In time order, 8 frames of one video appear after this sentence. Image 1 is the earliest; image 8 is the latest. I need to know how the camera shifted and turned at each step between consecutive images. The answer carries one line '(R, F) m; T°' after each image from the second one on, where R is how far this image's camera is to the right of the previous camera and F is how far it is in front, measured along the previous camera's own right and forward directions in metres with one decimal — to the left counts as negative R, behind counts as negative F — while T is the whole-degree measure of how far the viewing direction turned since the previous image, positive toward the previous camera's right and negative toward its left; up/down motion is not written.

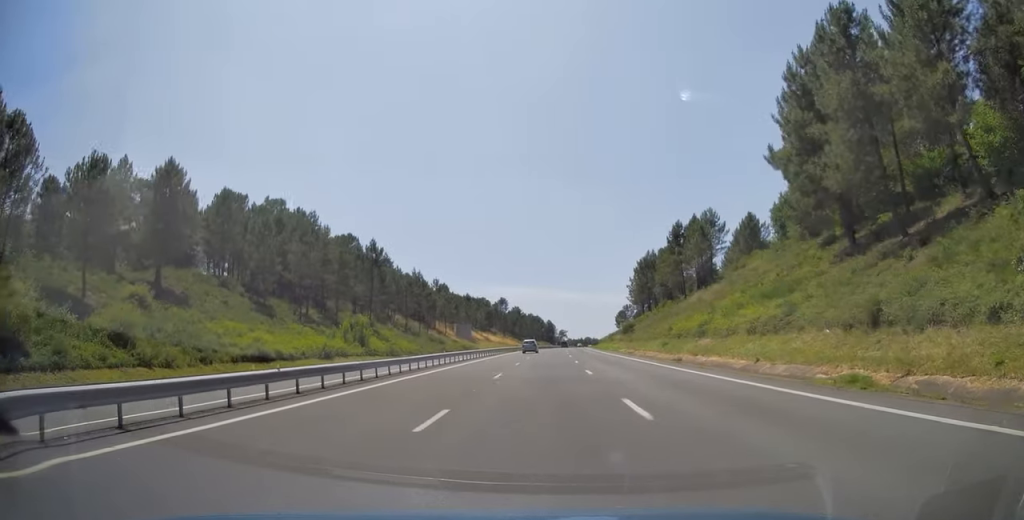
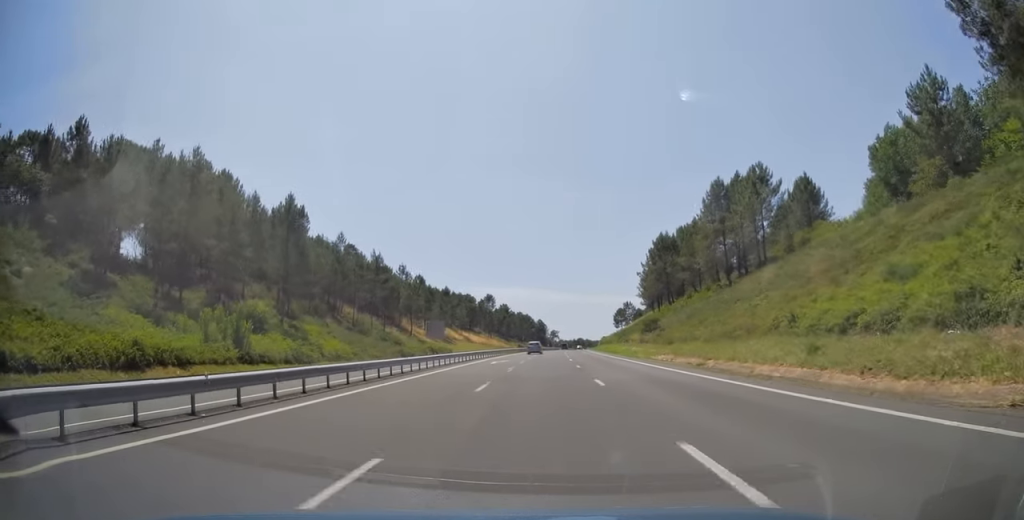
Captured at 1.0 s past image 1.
(+0.4, +31.4) m; +1°
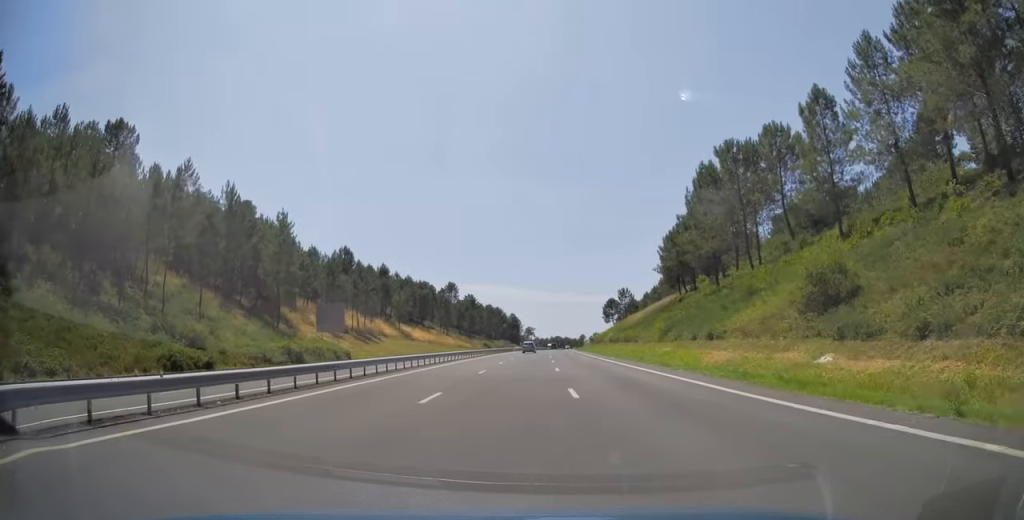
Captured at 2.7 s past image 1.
(+0.5, +56.3) m; +1°
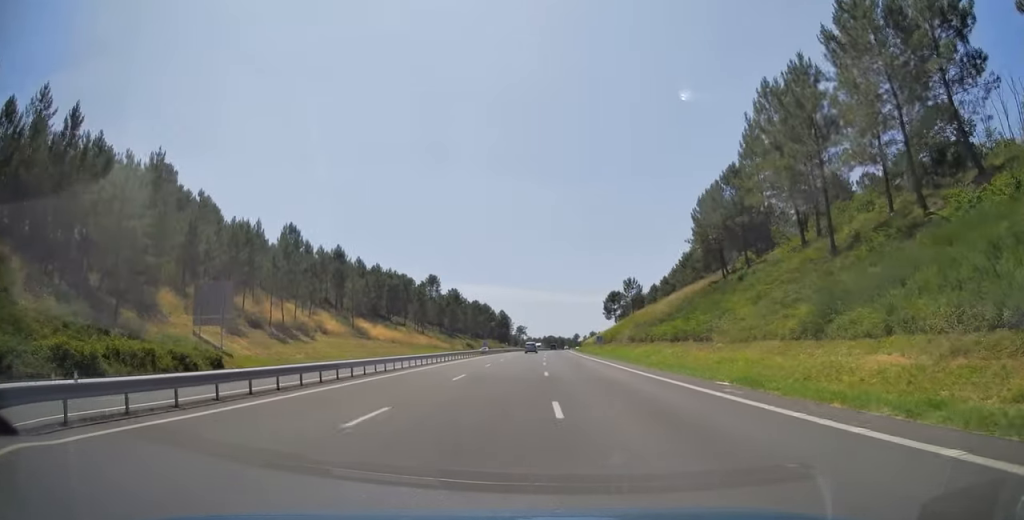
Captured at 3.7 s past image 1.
(+0.3, +30.2) m; +1°
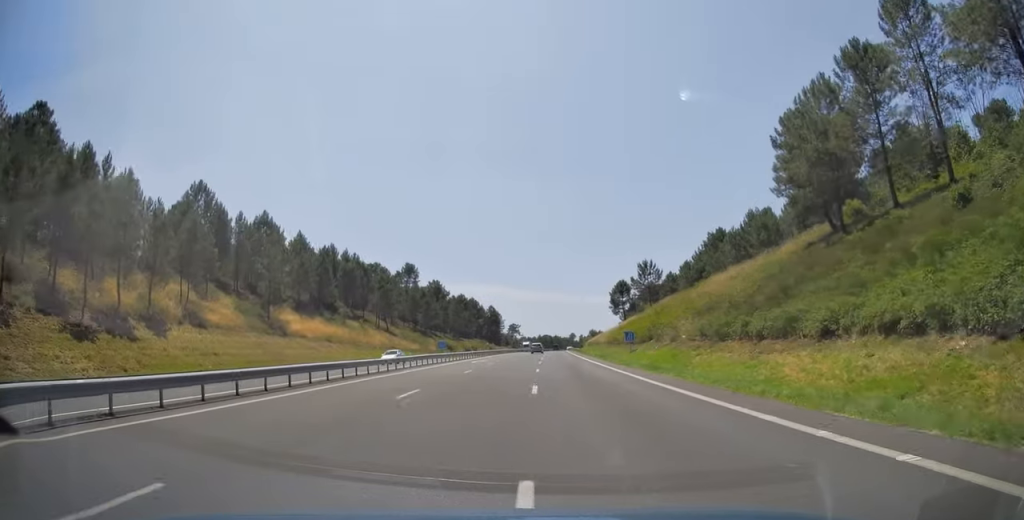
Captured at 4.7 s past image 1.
(+0.4, +34.0) m; +1°
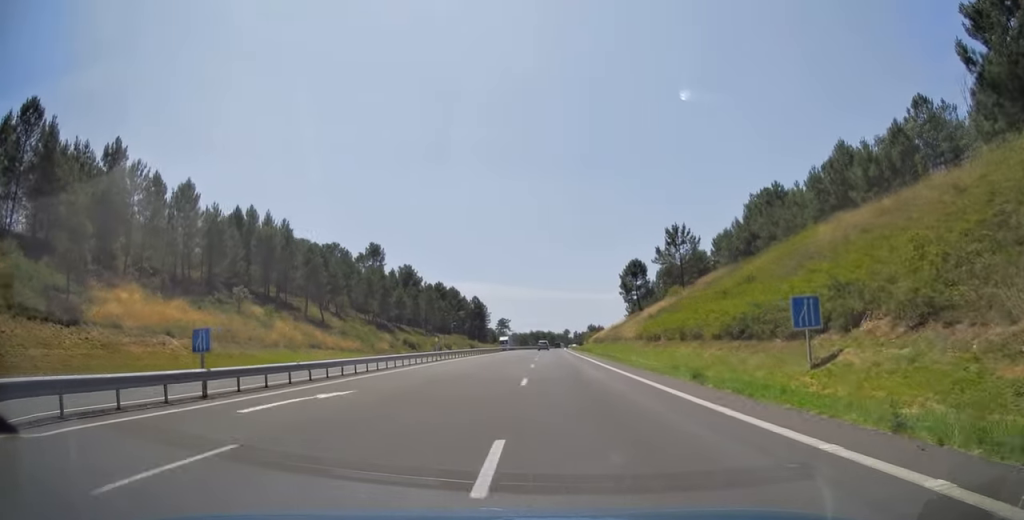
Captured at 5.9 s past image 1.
(+0.1, +37.2) m; 0°
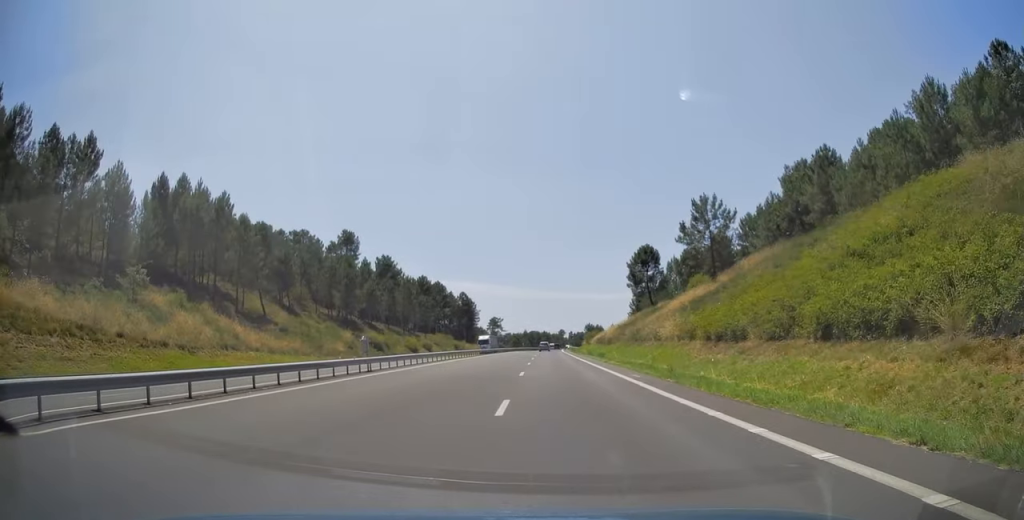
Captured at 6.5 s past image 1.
(+0.1, +20.5) m; 0°
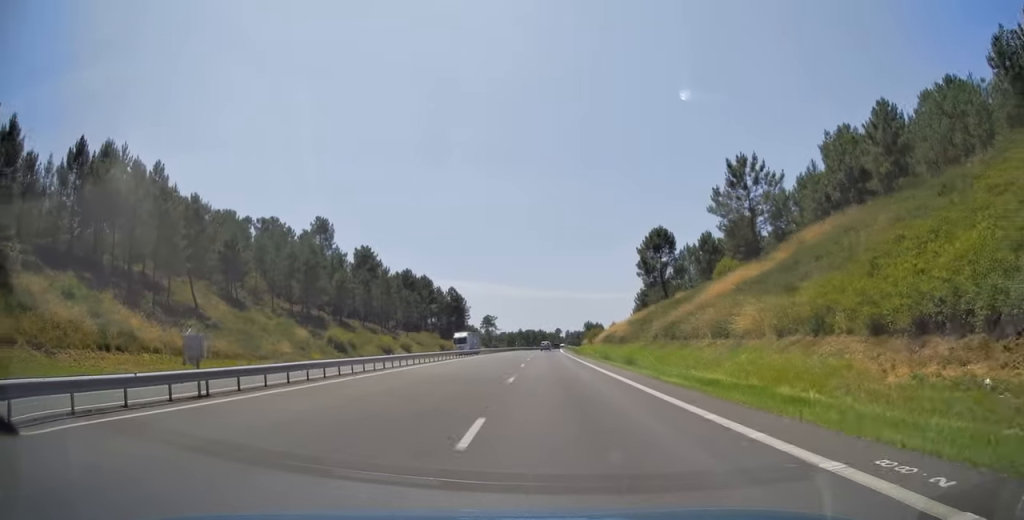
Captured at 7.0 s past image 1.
(+0.1, +16.7) m; 0°
